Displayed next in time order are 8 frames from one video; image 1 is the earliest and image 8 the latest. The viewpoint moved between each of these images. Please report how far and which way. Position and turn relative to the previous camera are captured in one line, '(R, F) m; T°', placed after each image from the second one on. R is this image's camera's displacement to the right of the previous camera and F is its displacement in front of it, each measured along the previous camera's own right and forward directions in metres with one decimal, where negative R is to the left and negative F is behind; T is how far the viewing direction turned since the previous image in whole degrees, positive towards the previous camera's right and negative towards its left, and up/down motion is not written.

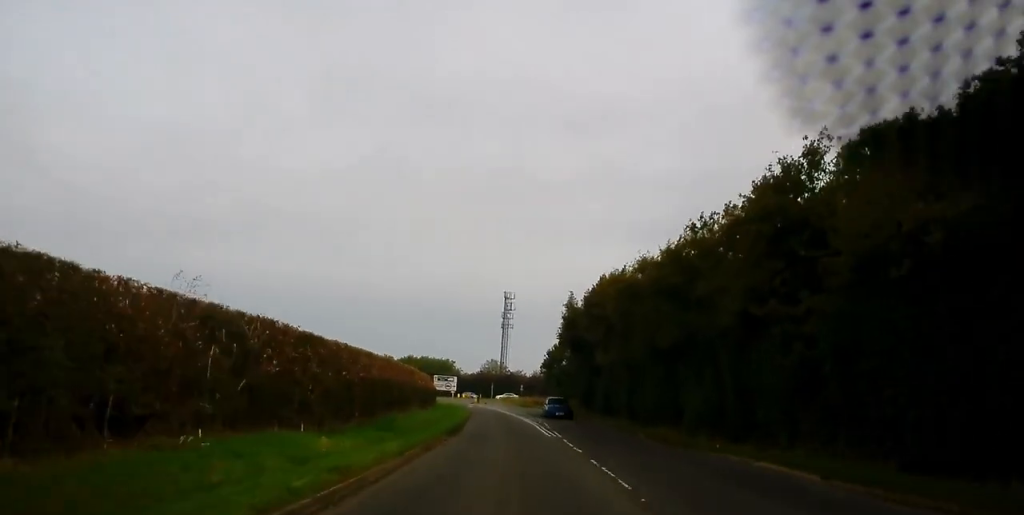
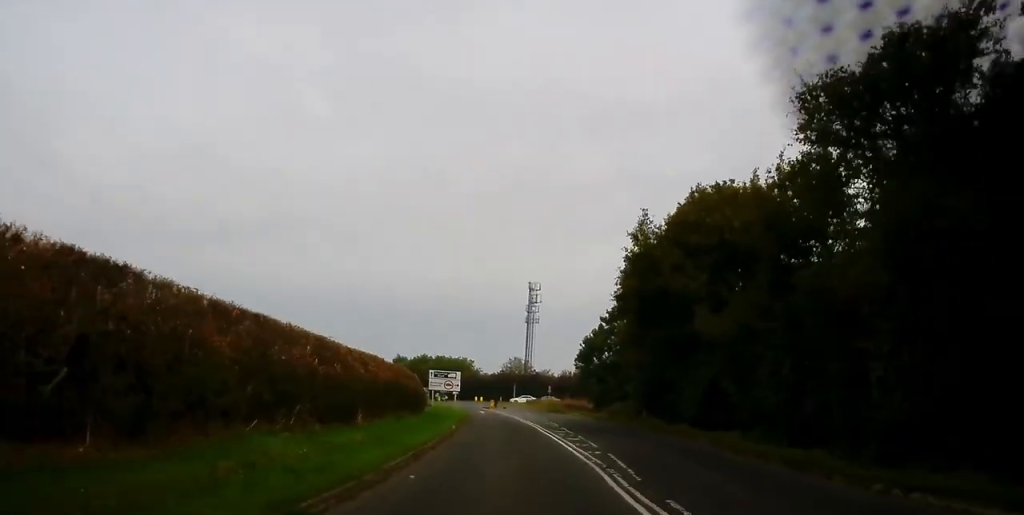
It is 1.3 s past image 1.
(-0.4, +24.8) m; -2°
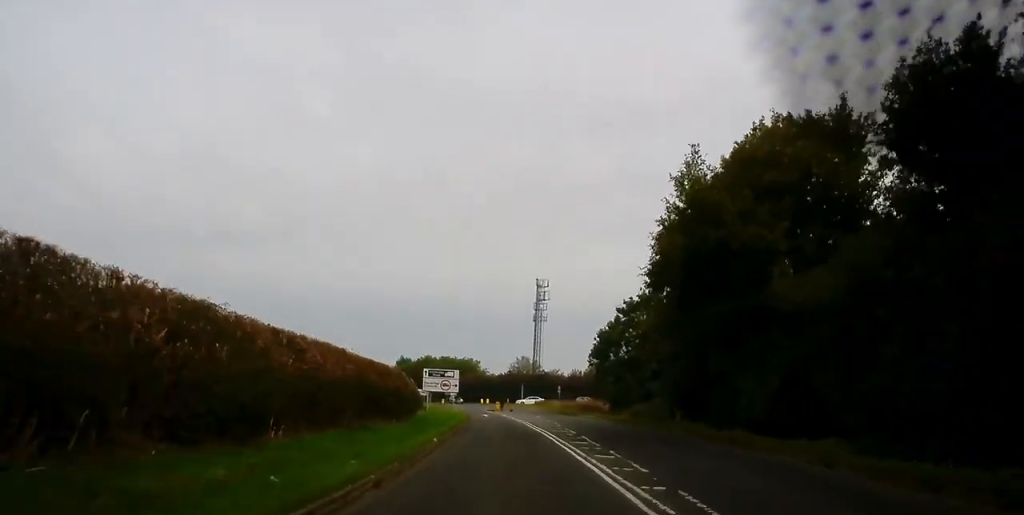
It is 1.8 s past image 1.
(-0.1, +8.3) m; -1°
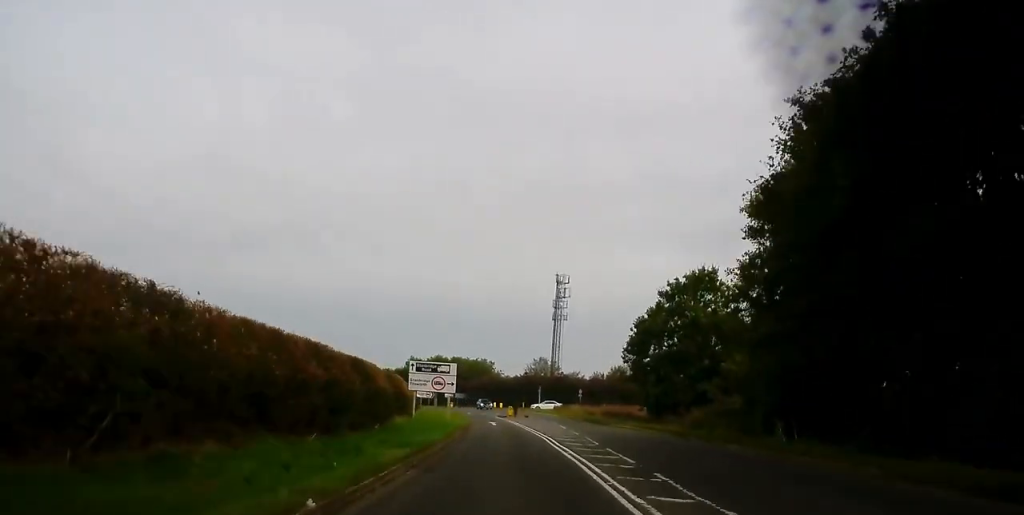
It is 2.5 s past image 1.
(-0.3, +13.8) m; -1°
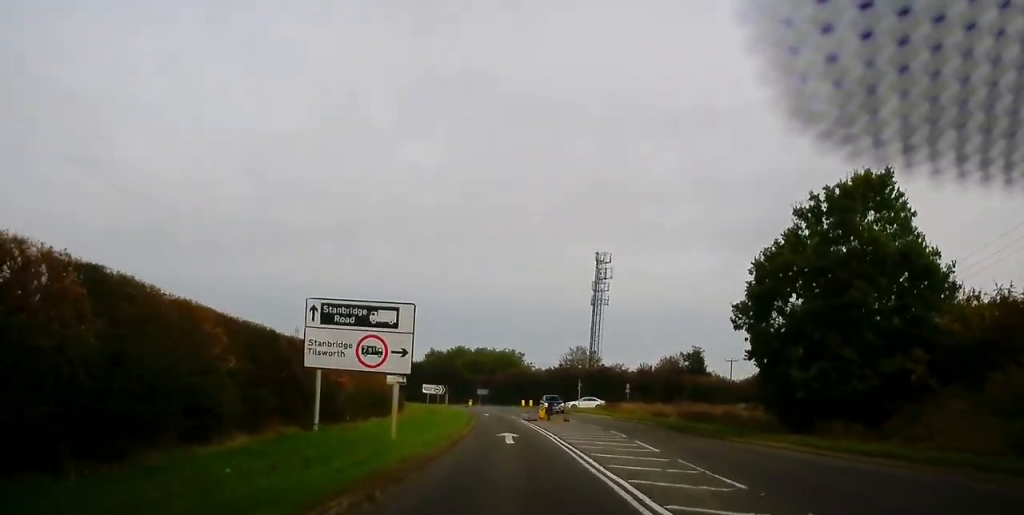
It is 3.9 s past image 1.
(-0.2, +24.0) m; -3°
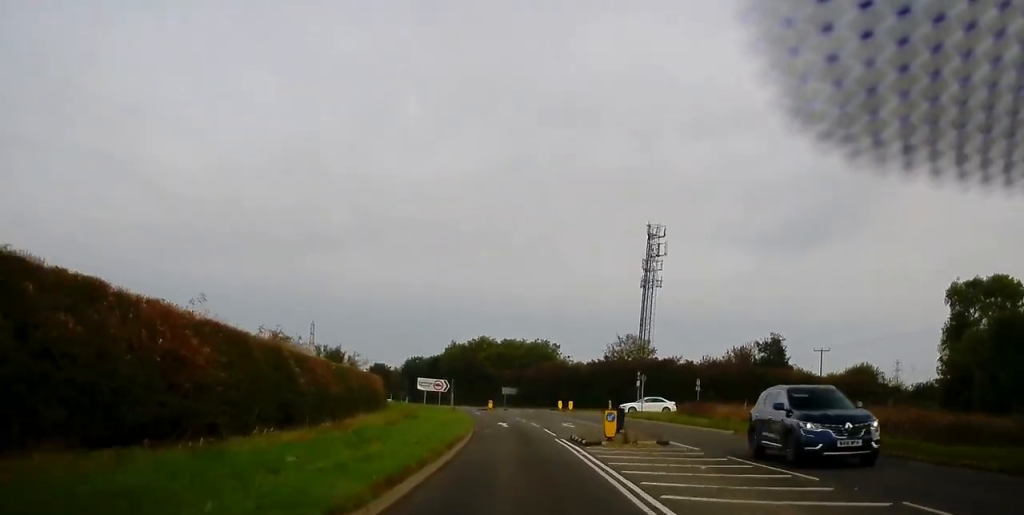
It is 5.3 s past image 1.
(-0.8, +26.4) m; -2°
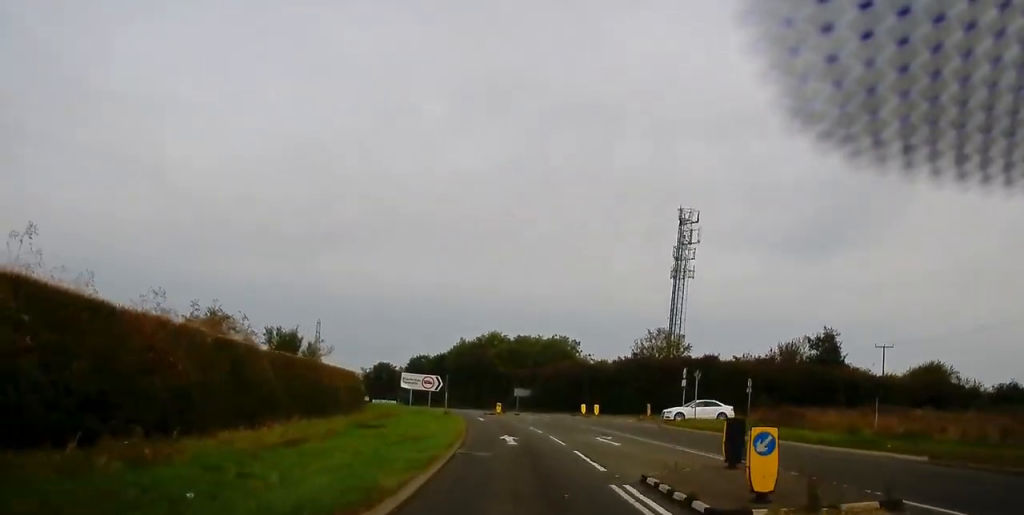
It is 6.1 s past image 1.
(0.0, +14.3) m; -2°
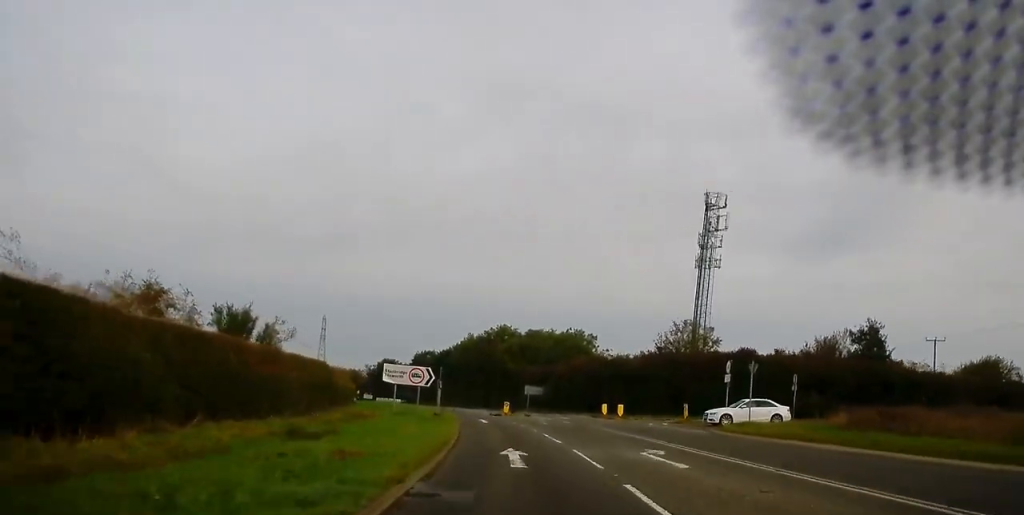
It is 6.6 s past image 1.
(+0.2, +9.2) m; -1°
